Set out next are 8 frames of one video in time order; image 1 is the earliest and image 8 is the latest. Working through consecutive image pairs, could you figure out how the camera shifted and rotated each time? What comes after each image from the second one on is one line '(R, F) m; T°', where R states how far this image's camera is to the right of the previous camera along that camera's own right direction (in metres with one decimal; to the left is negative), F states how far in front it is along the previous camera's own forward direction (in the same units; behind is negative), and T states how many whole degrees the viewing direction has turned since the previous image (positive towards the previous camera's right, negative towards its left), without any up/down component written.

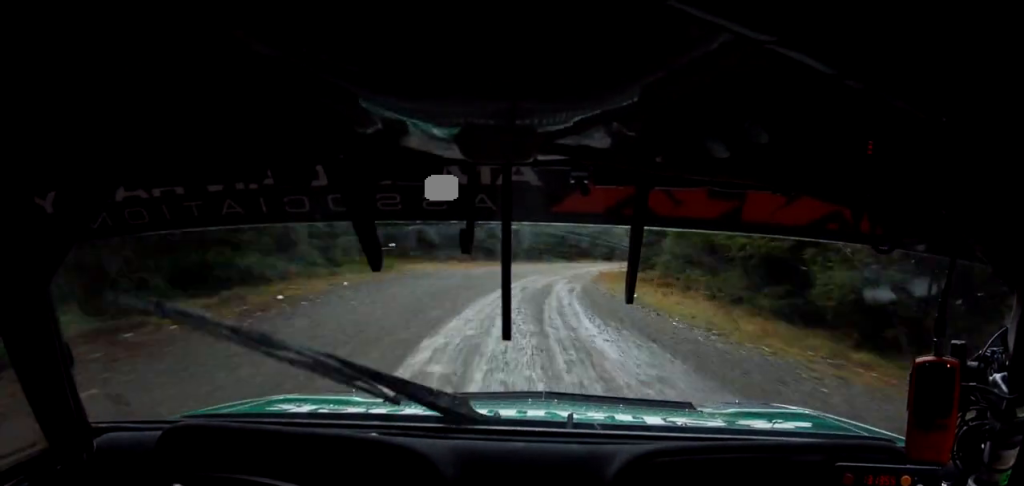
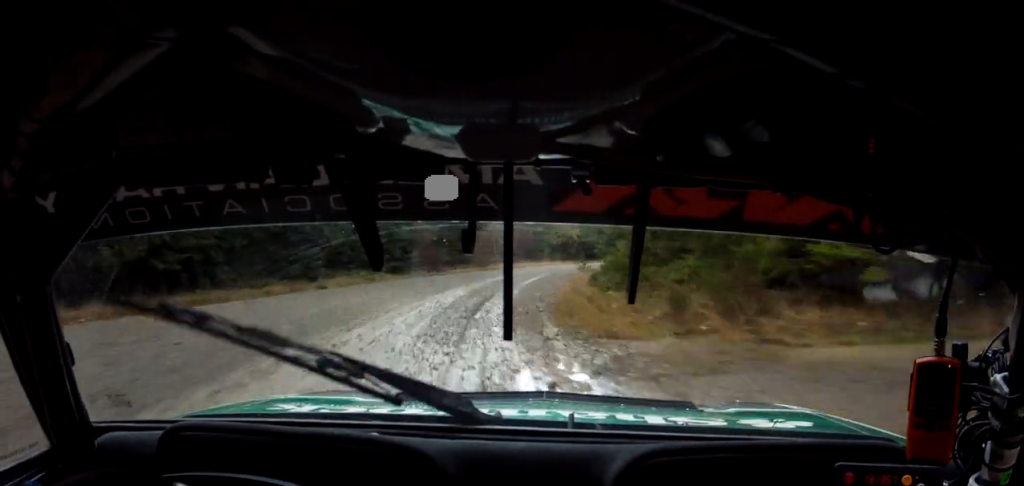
(+1.9, +61.1) m; +5°
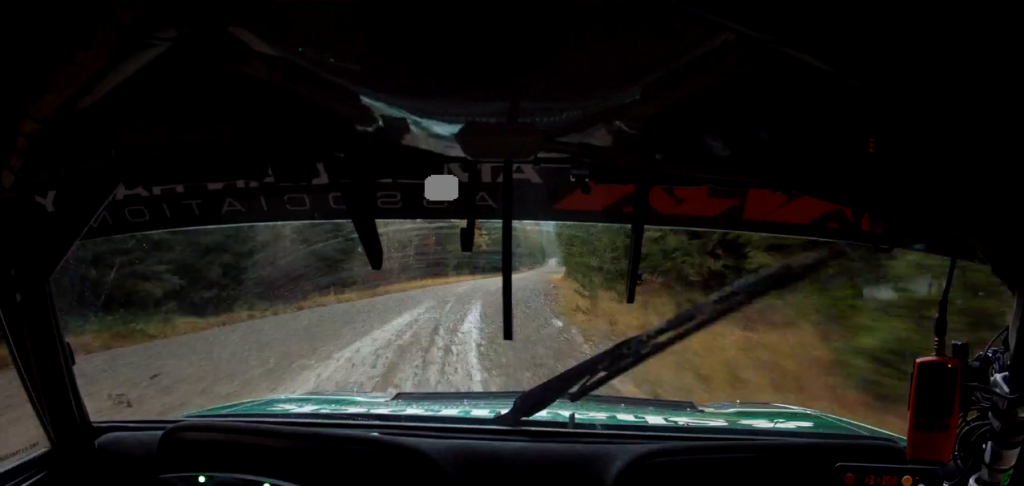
(+0.2, +23.7) m; +4°
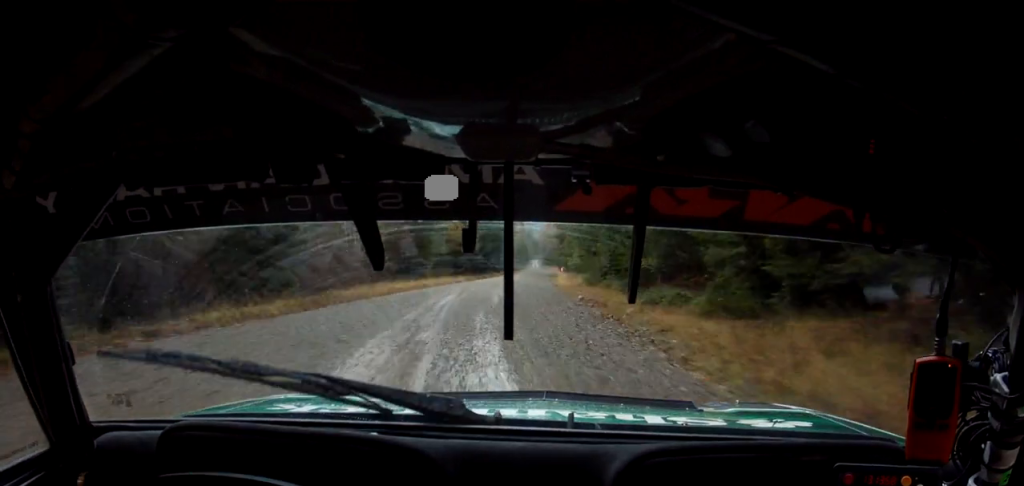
(+0.6, +16.3) m; +5°
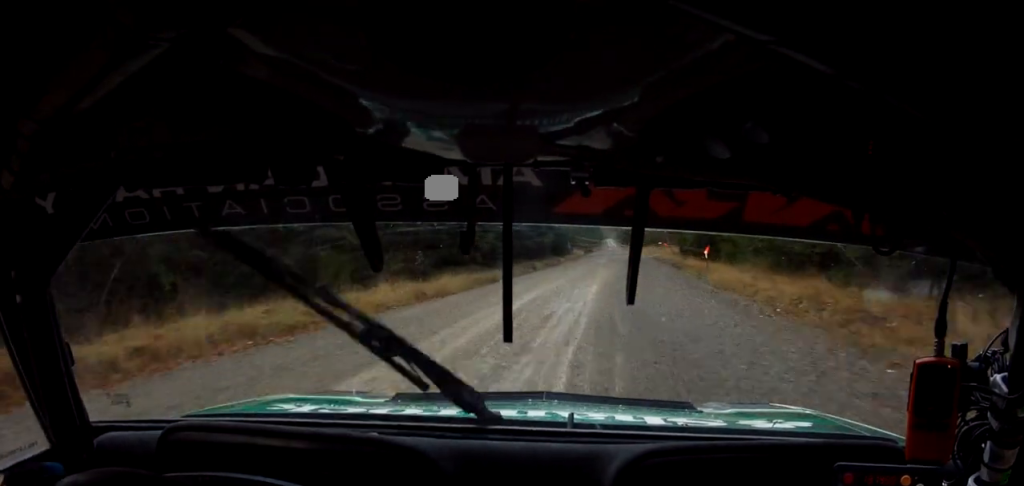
(+8.7, +57.0) m; +16°
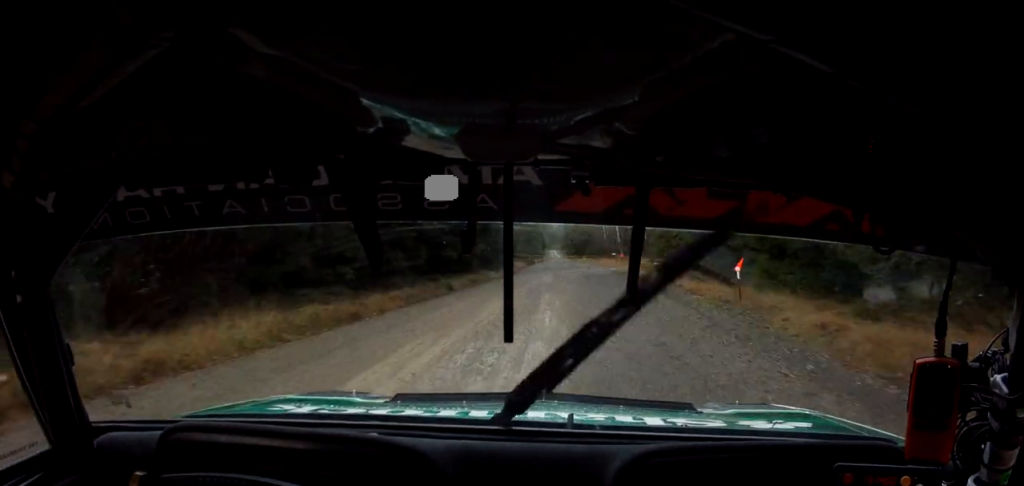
(+0.9, +19.7) m; +3°
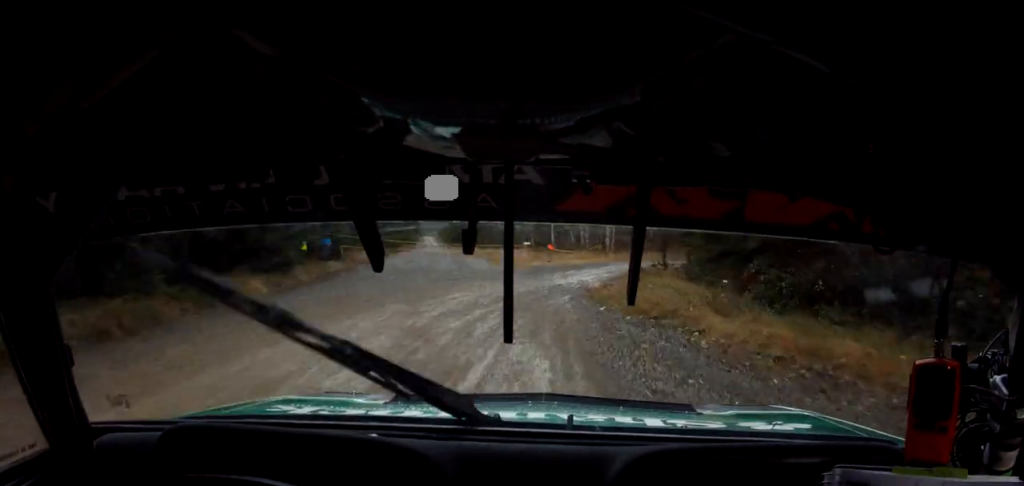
(+2.4, +43.4) m; +6°
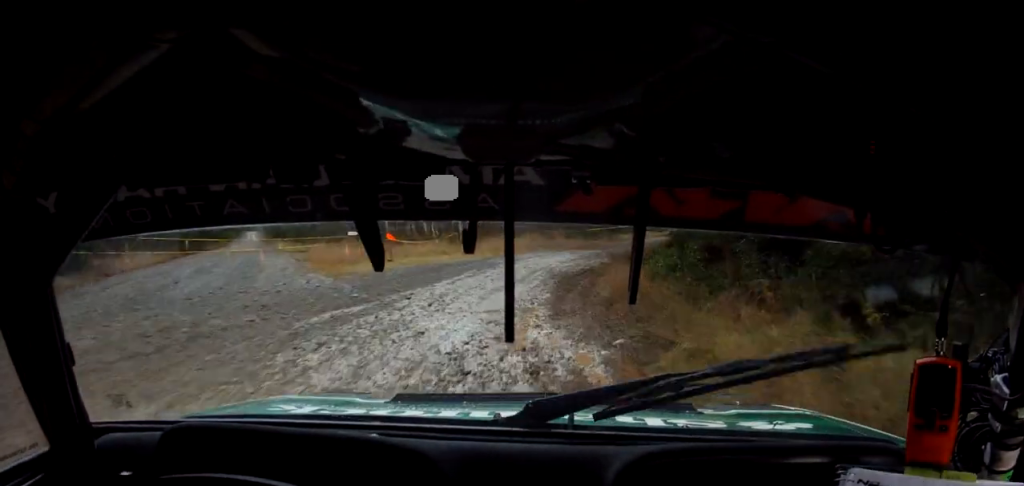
(+0.6, +19.3) m; +6°
